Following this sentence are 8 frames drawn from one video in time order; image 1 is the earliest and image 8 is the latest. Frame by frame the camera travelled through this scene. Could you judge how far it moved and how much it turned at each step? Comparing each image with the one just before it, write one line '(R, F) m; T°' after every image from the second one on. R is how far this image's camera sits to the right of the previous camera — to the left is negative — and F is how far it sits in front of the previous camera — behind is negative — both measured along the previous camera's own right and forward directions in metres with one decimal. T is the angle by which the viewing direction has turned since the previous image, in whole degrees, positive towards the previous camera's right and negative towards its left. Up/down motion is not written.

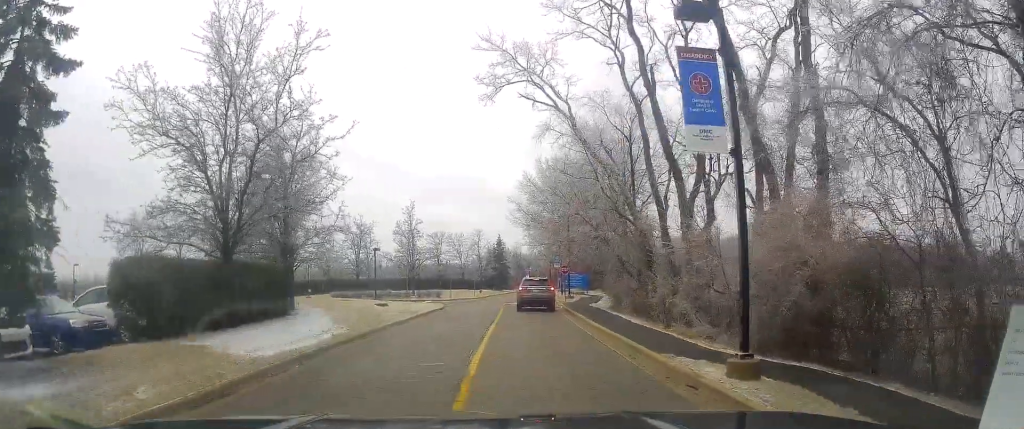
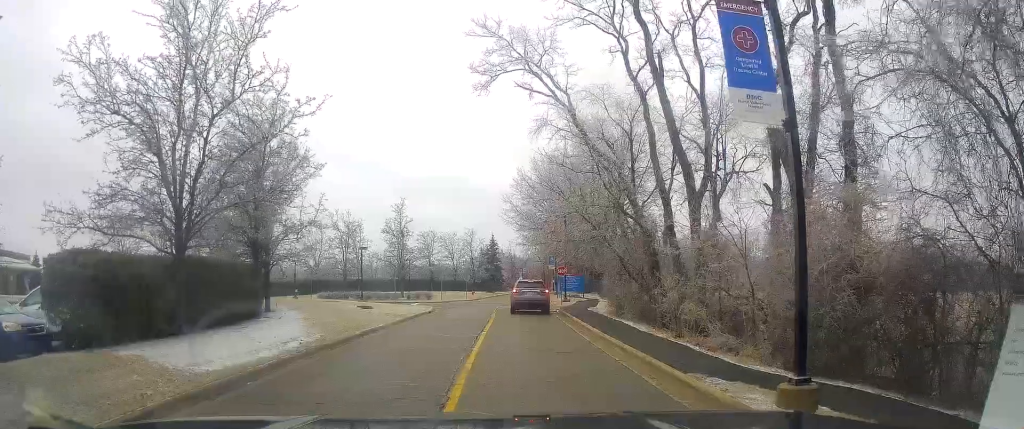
(-0.1, +2.3) m; -2°
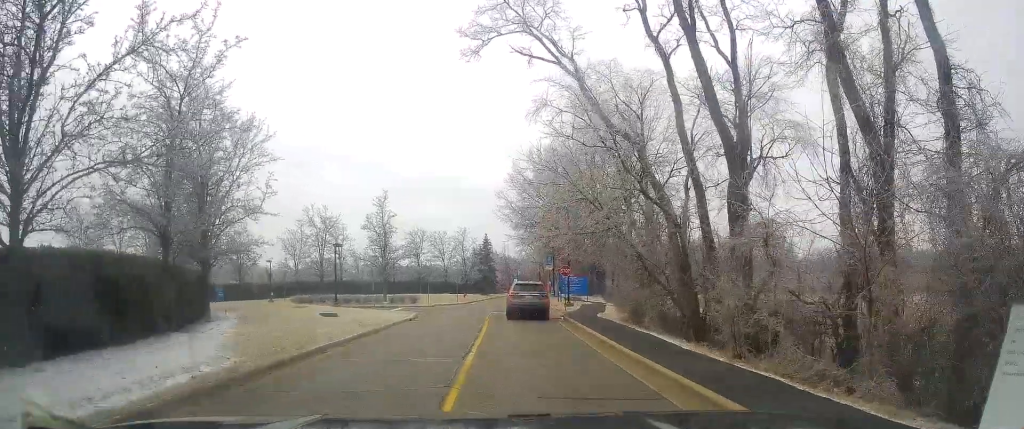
(0.0, +6.0) m; 0°
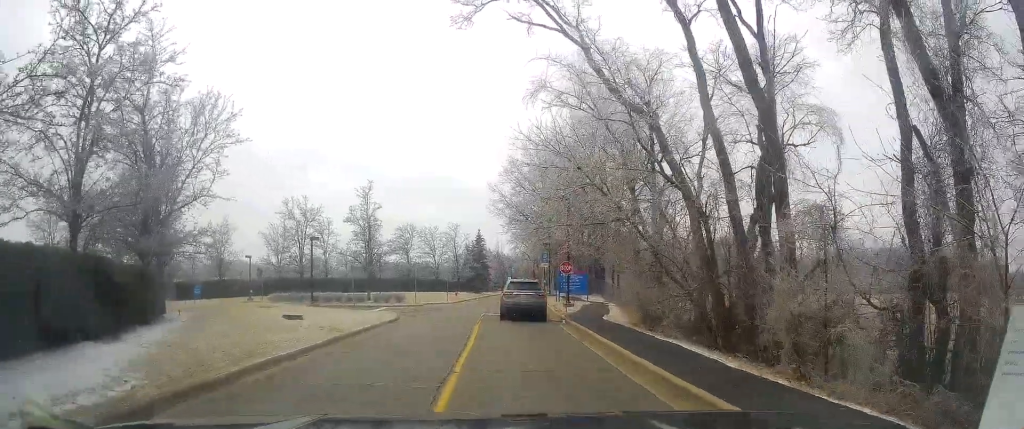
(0.0, +3.8) m; 0°
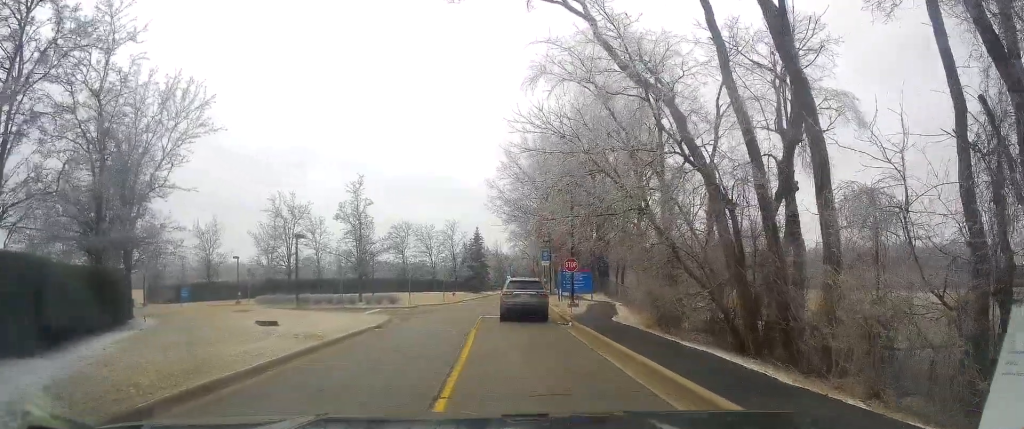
(0.0, +2.6) m; 0°
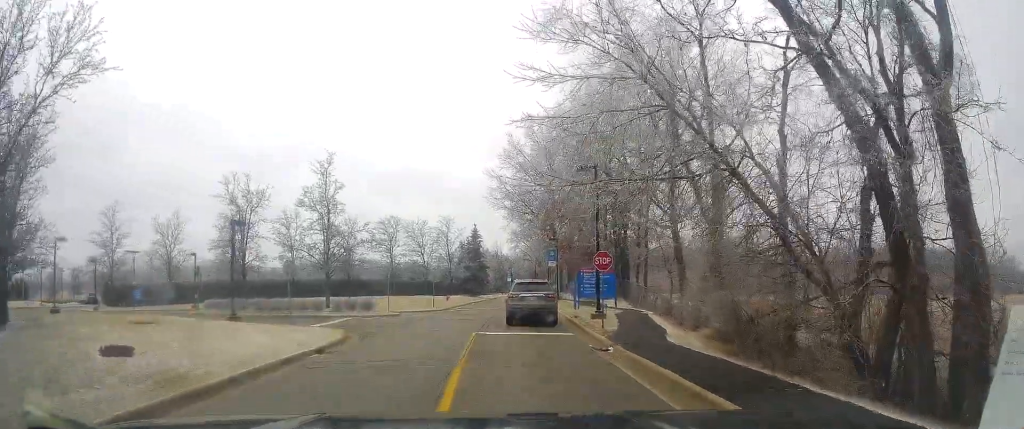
(0.0, +8.3) m; 0°
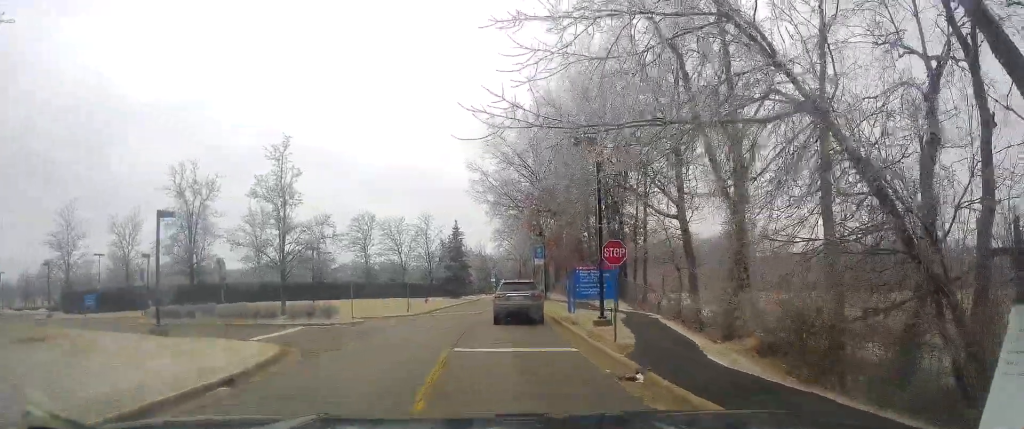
(0.0, +4.4) m; 0°
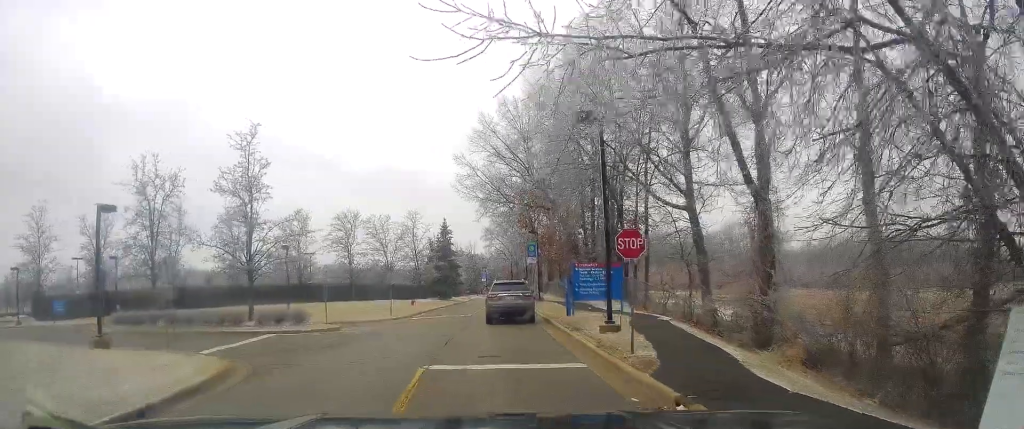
(0.0, +2.8) m; +4°
